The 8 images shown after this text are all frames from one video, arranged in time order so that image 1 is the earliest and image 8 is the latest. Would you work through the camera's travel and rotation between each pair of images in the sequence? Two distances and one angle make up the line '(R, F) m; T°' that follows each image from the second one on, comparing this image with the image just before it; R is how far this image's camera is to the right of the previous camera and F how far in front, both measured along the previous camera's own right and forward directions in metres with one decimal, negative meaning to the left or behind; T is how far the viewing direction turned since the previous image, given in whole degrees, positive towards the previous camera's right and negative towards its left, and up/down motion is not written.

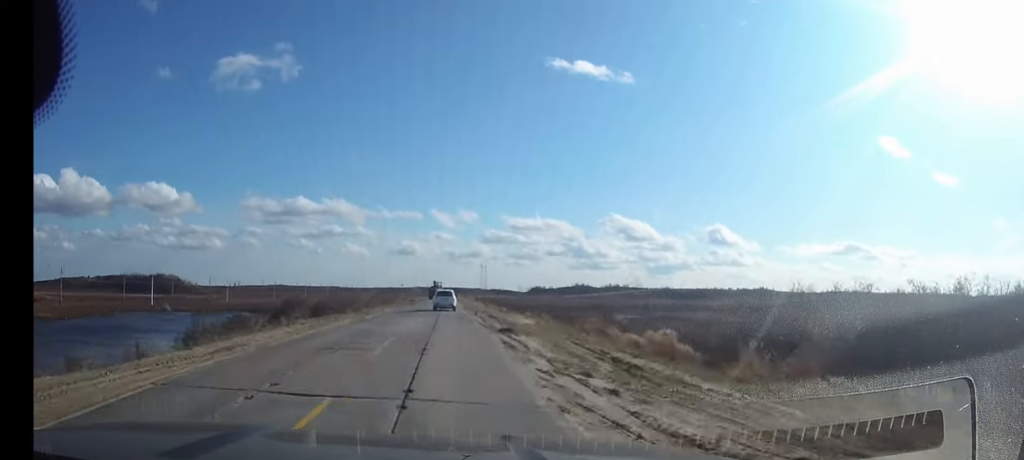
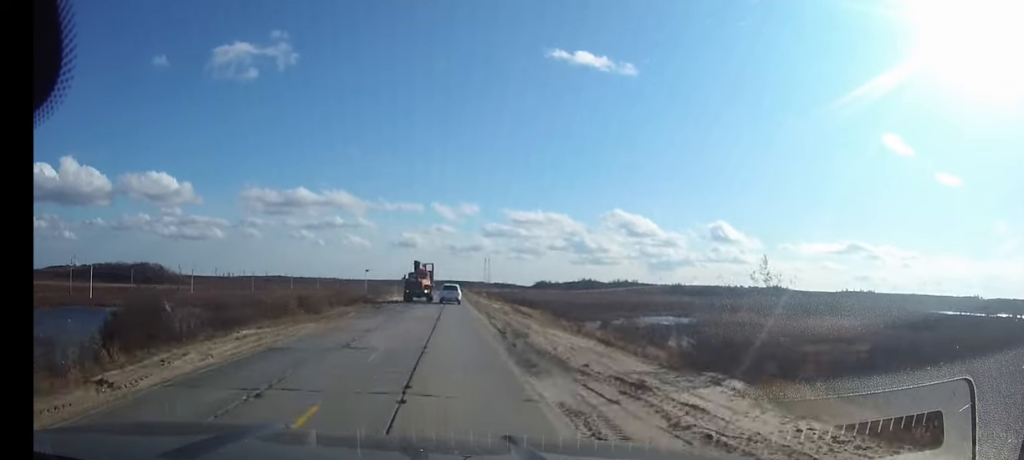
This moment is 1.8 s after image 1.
(0.0, +41.3) m; 0°
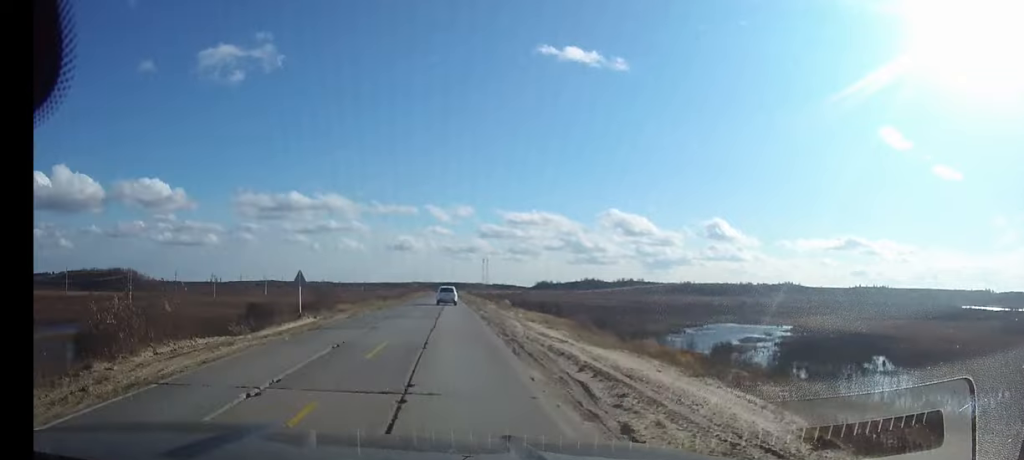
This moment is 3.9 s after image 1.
(+0.1, +50.5) m; 0°
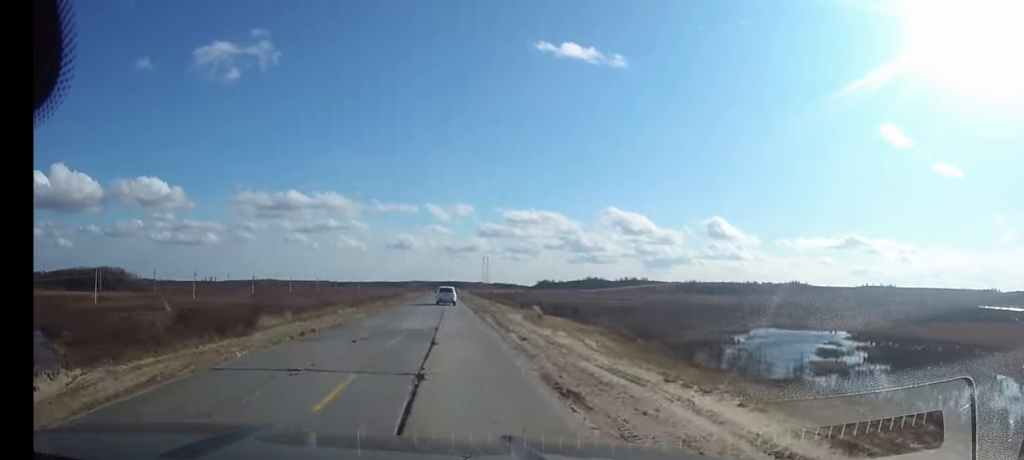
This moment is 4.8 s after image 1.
(0.0, +23.5) m; 0°
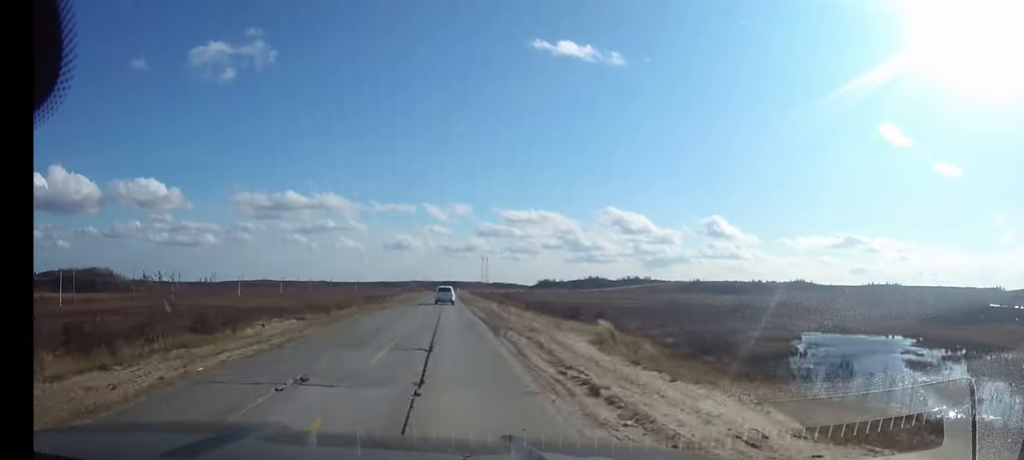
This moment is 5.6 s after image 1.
(0.0, +20.1) m; 0°
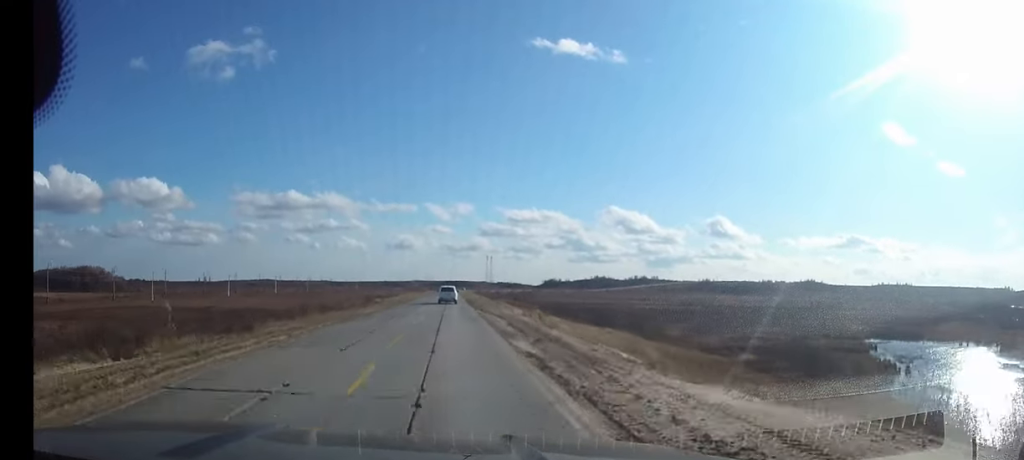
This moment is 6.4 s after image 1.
(0.0, +20.3) m; 0°
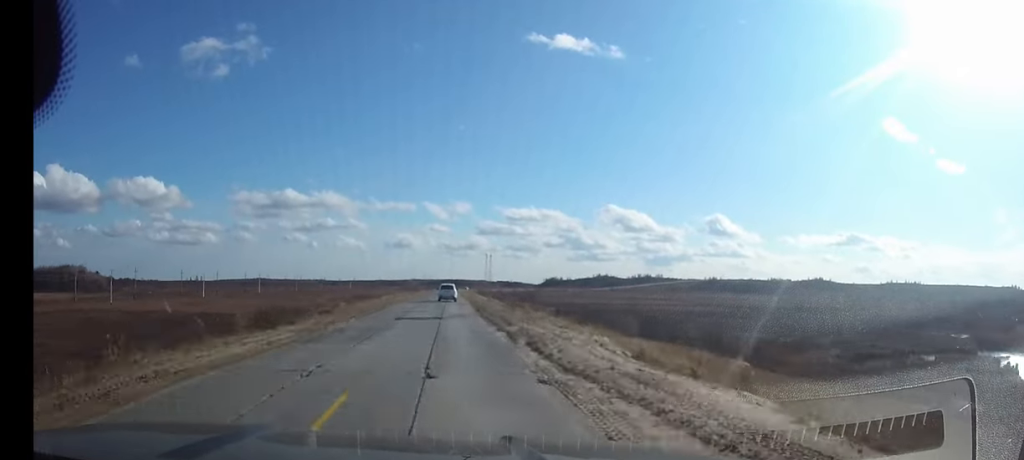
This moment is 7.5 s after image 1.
(0.0, +27.7) m; 0°
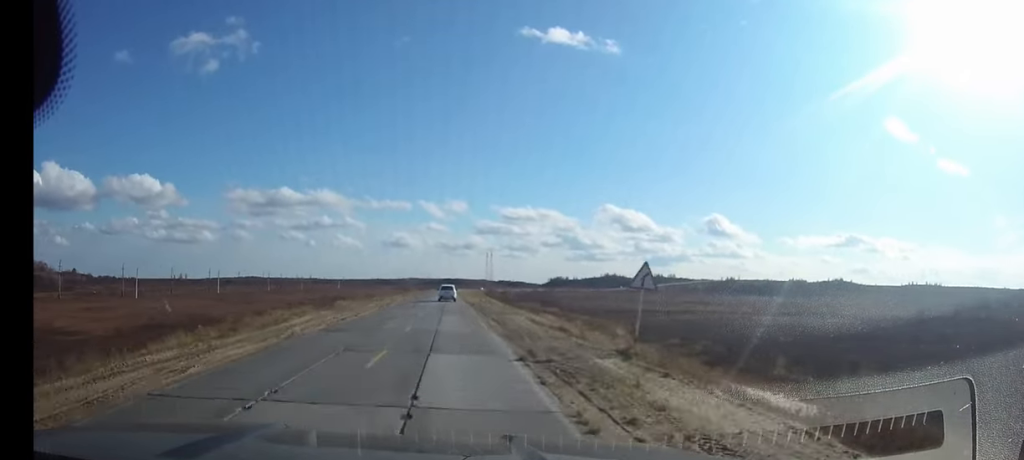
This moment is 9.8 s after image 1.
(0.0, +56.3) m; 0°
